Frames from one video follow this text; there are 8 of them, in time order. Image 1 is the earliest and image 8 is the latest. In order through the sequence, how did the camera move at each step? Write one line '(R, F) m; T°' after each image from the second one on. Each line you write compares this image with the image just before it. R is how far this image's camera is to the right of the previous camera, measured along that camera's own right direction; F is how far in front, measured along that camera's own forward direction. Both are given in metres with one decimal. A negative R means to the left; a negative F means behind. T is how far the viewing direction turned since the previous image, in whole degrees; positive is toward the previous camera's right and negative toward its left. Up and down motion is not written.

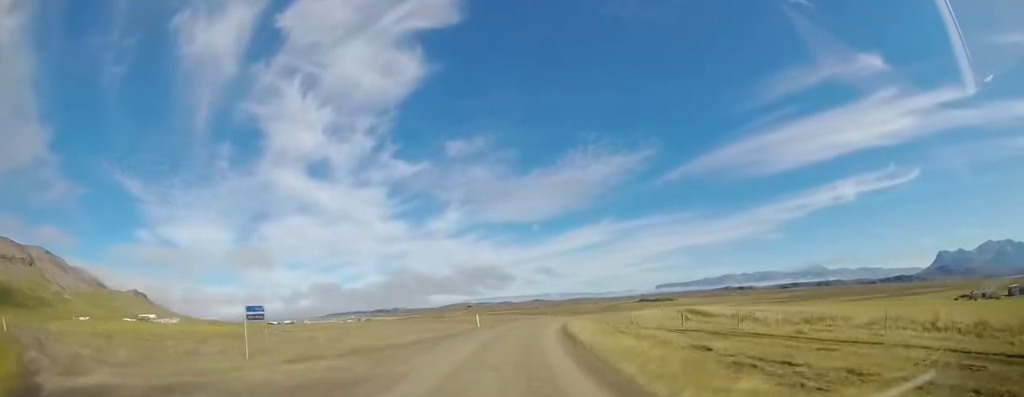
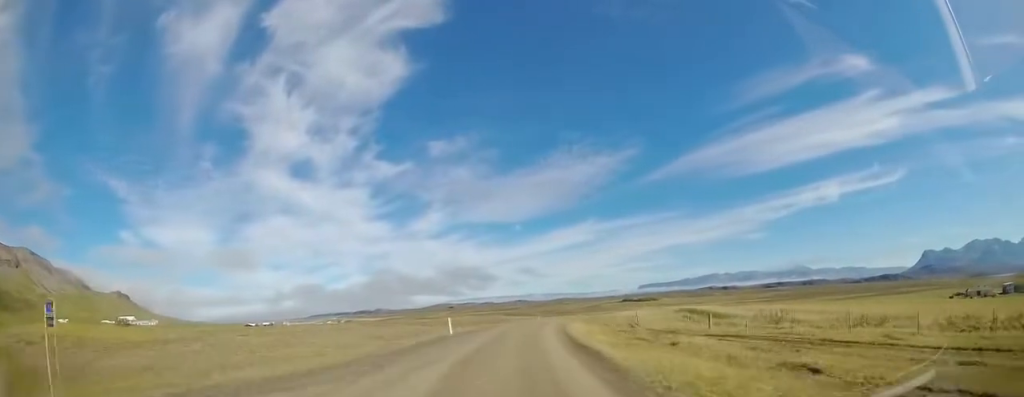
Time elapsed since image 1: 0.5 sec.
(+0.4, +8.2) m; +2°
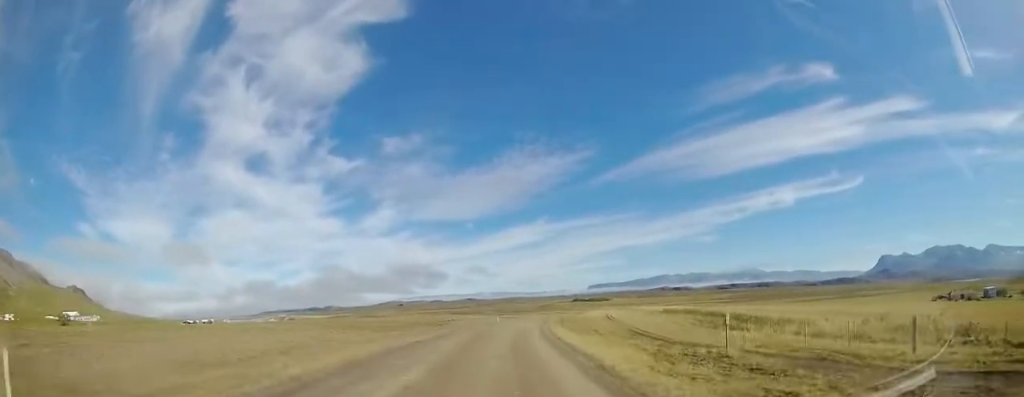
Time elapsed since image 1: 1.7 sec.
(+1.2, +21.2) m; +6°
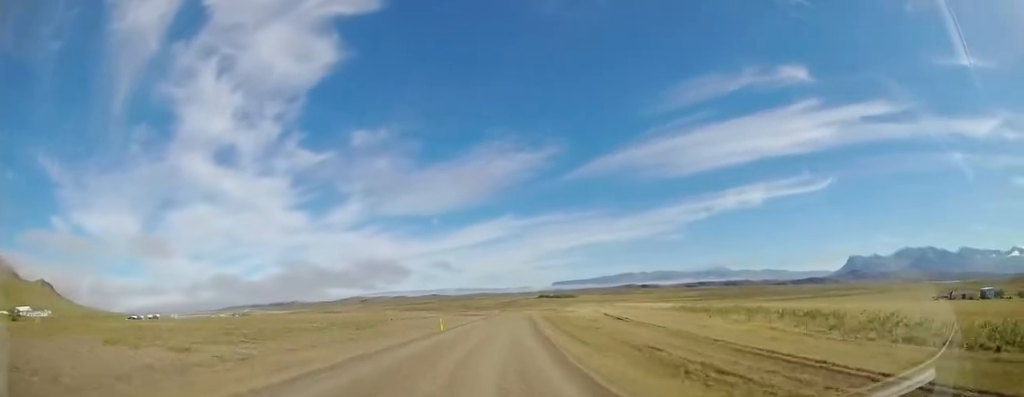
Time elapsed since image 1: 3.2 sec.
(+1.8, +27.3) m; +8°
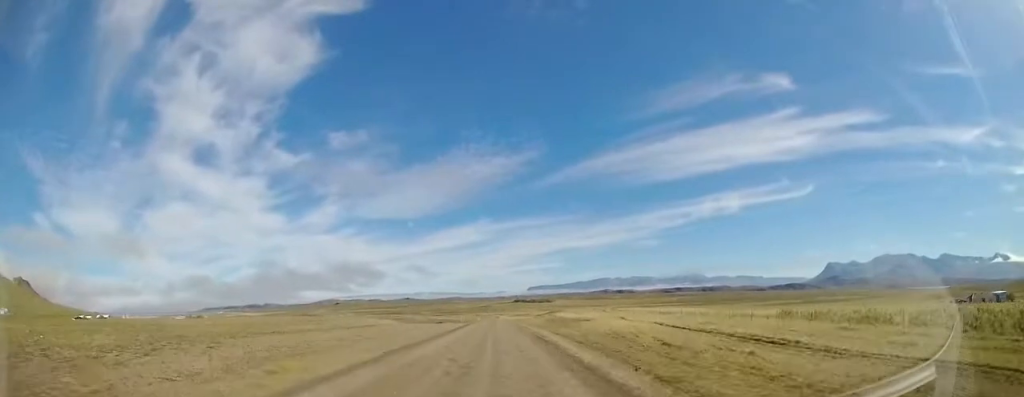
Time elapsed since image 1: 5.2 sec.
(+2.9, +33.7) m; +6°
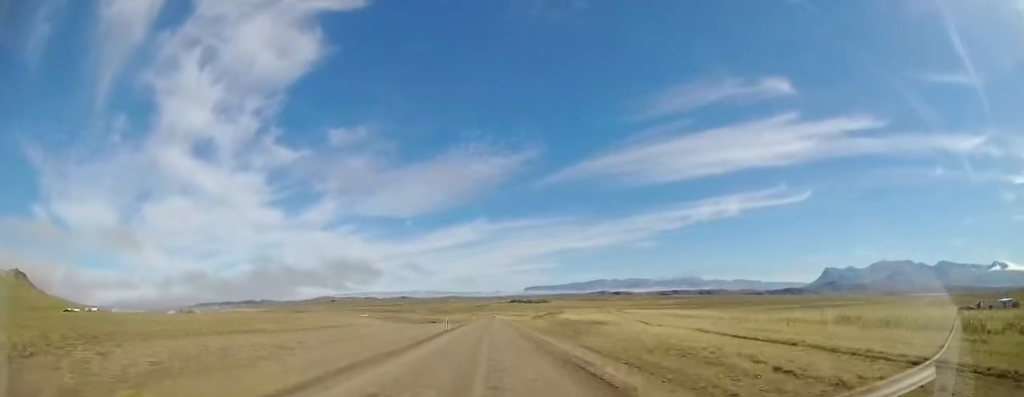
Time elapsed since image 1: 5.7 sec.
(-0.3, +9.0) m; 0°
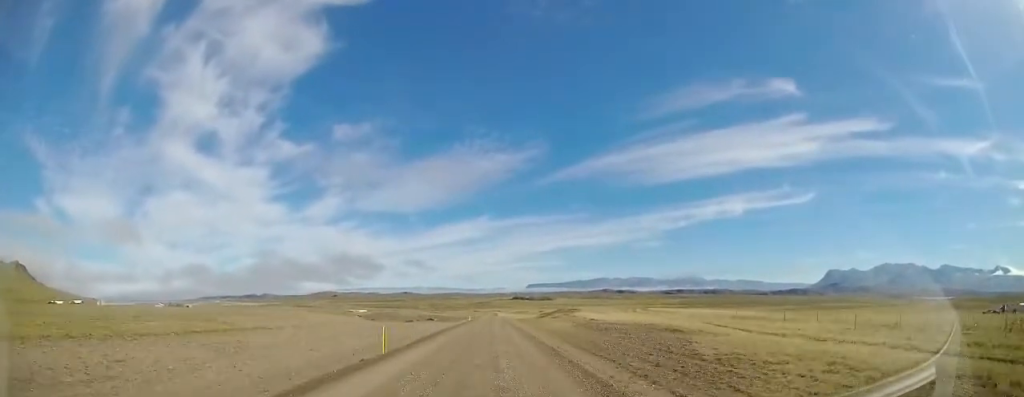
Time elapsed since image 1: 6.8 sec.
(+0.2, +18.7) m; 0°
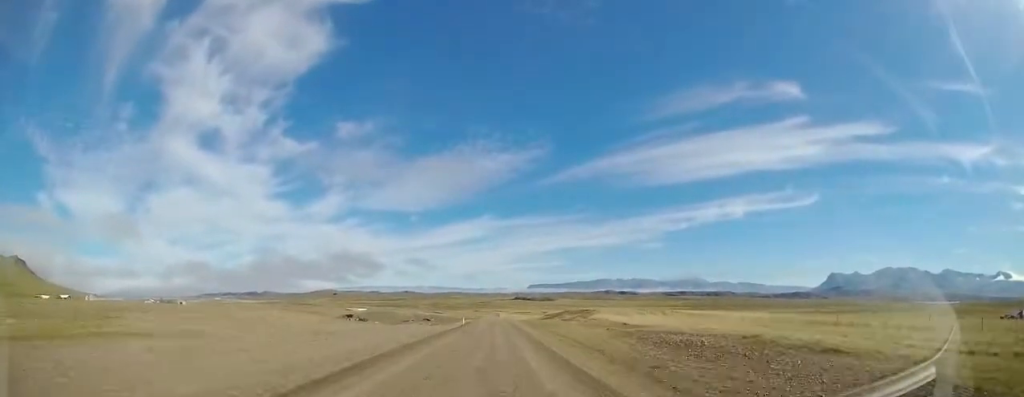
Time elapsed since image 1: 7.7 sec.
(-0.2, +14.5) m; -1°
